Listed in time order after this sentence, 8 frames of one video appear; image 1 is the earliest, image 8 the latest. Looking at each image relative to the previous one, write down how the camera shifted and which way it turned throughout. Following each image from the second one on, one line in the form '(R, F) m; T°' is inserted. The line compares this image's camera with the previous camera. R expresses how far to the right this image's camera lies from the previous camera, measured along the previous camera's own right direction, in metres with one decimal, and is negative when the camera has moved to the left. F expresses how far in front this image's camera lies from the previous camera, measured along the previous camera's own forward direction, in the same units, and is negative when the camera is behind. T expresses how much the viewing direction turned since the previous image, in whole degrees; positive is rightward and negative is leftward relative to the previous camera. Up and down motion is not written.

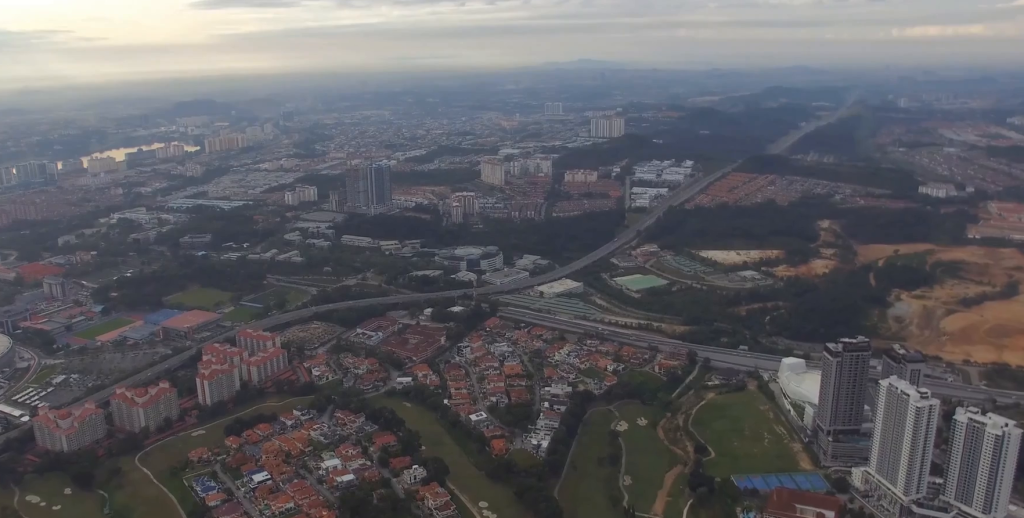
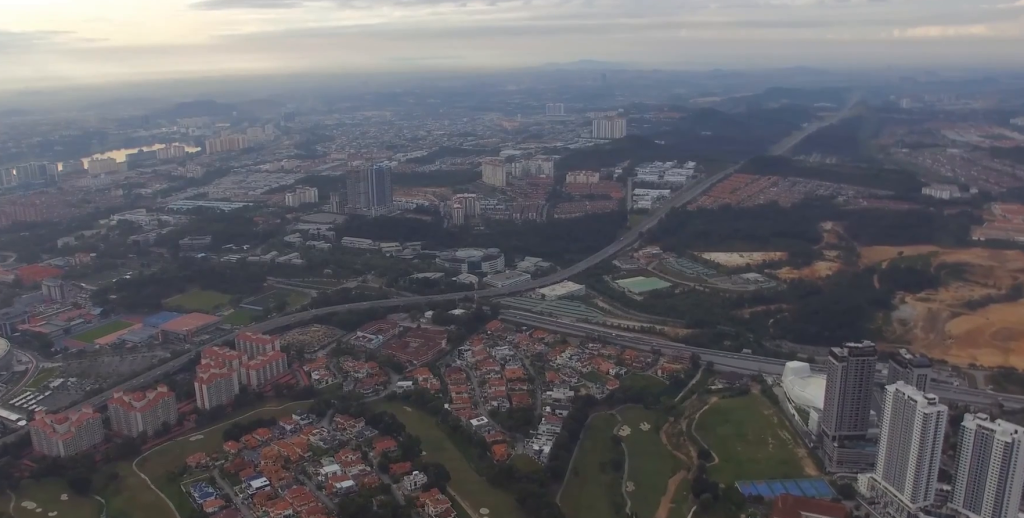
(0.0, +10.5) m; 0°
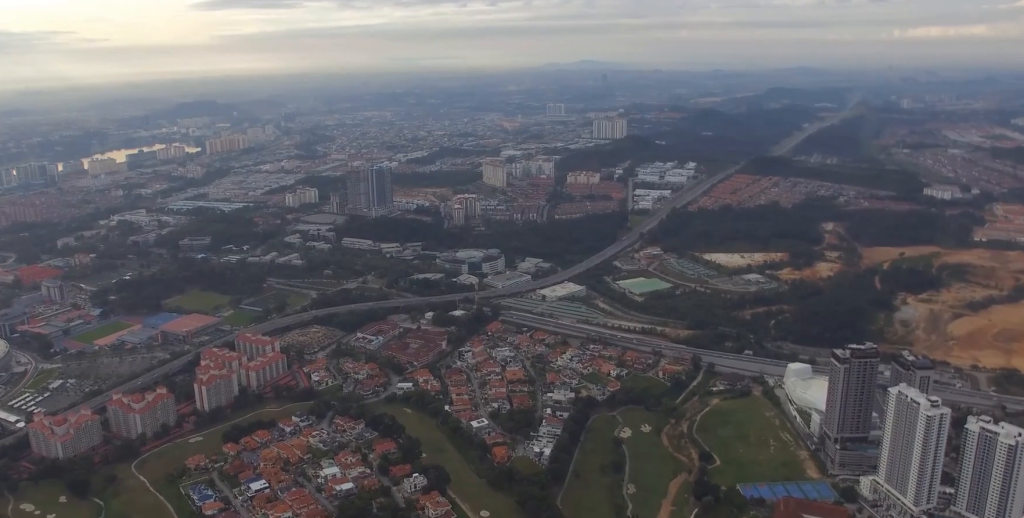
(0.0, +4.4) m; 0°
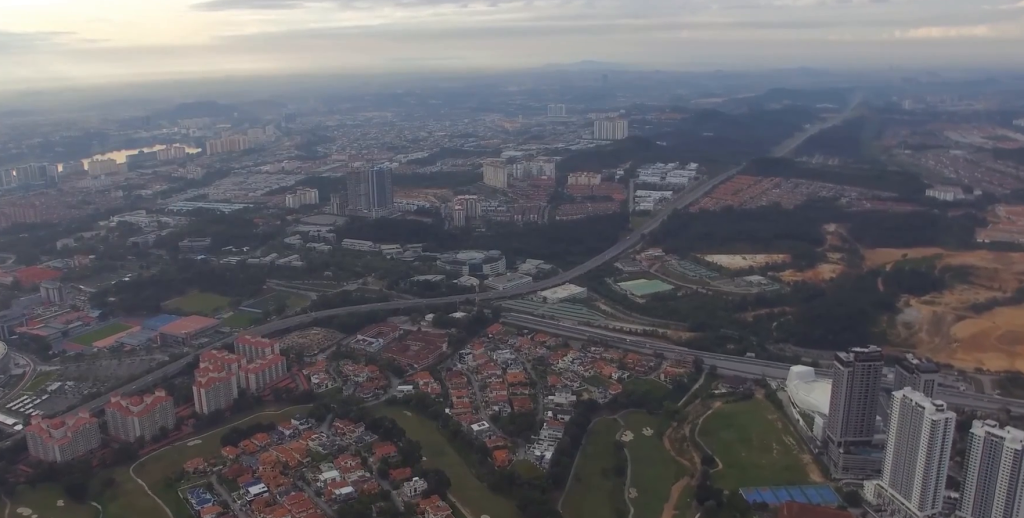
(0.0, +6.9) m; 0°
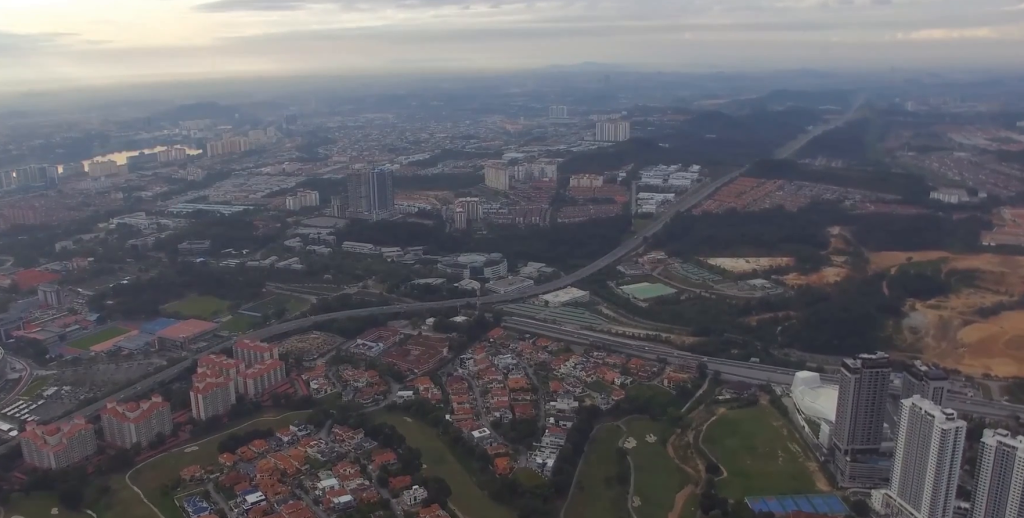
(0.0, +13.7) m; 0°
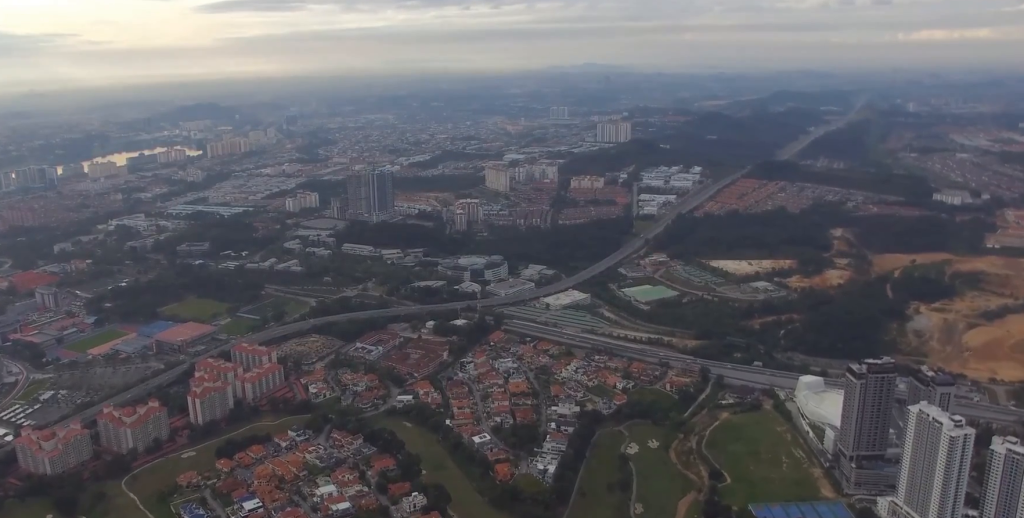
(0.0, +11.2) m; 0°
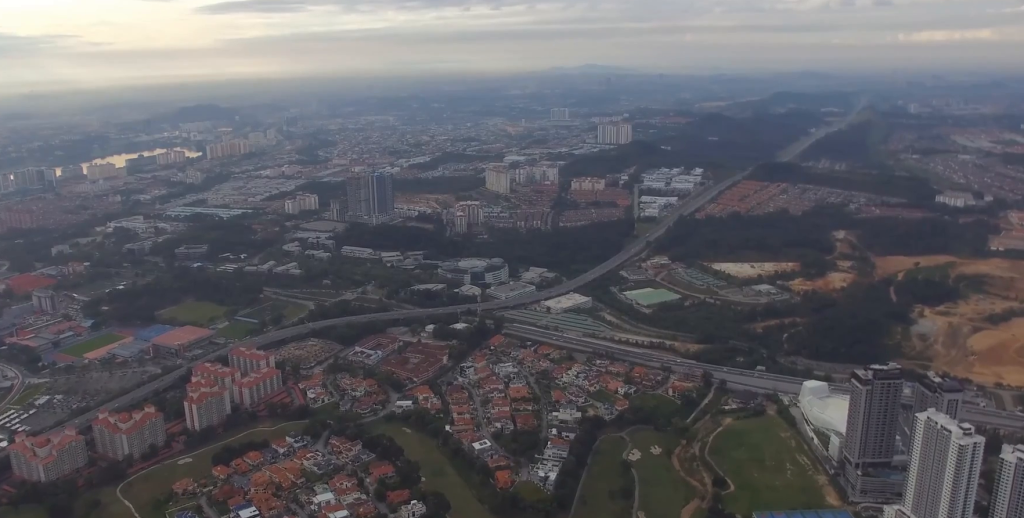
(0.0, +12.4) m; 0°
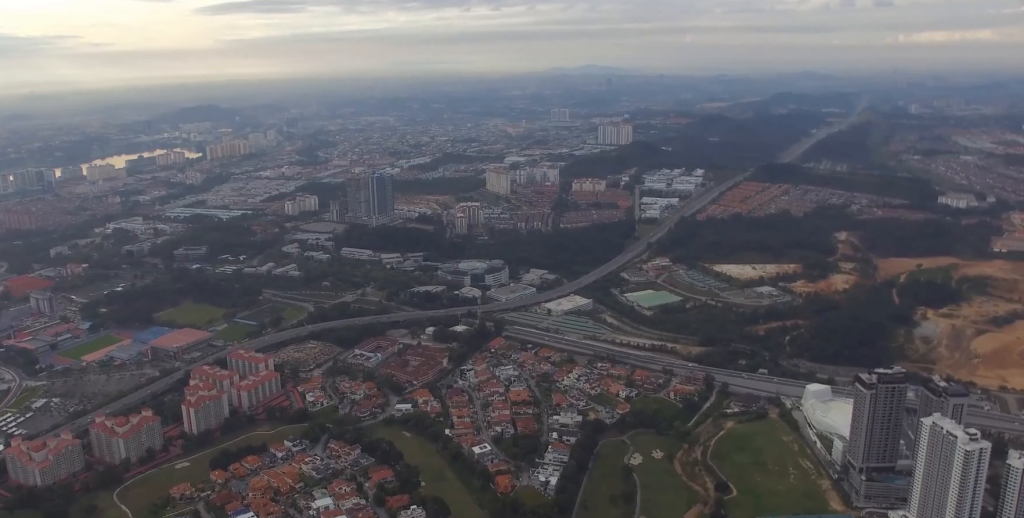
(0.0, +8.4) m; 0°
